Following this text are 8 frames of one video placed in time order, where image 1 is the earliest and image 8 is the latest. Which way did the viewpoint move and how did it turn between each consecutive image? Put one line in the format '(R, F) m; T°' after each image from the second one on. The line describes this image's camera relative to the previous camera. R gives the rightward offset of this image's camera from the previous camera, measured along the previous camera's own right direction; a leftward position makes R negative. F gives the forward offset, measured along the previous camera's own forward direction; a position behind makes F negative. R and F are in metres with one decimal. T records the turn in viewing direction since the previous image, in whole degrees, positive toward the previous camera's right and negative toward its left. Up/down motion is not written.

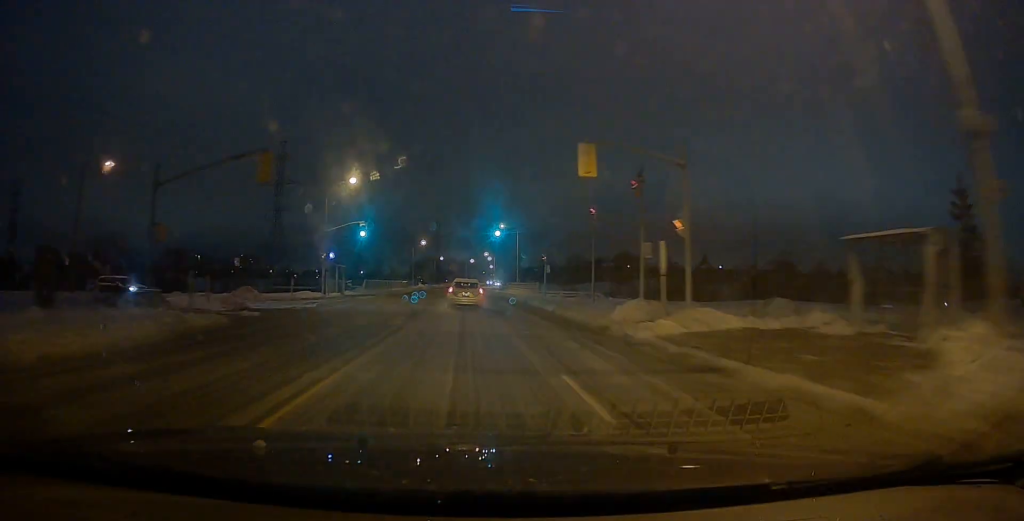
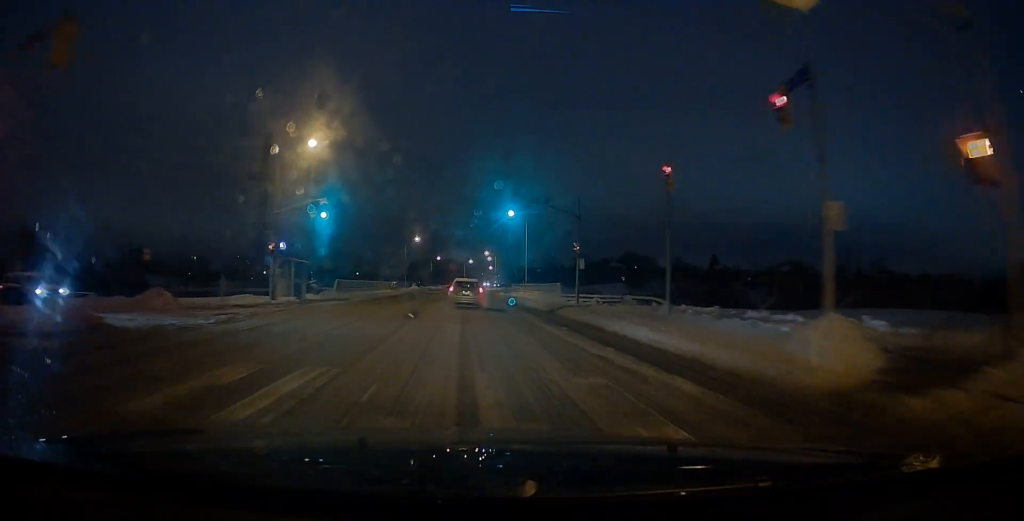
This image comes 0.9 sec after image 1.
(+0.2, +12.4) m; +1°
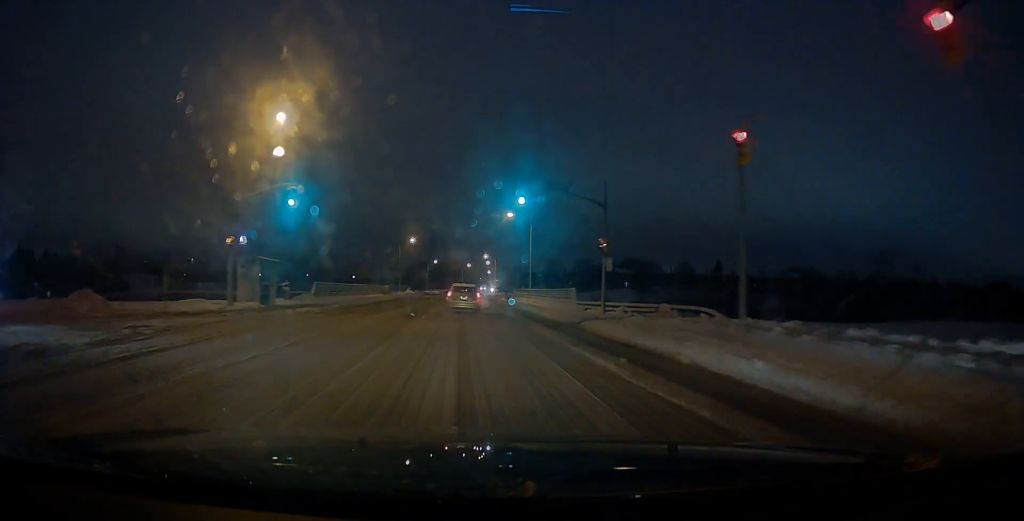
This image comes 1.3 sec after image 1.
(+0.2, +6.0) m; -1°
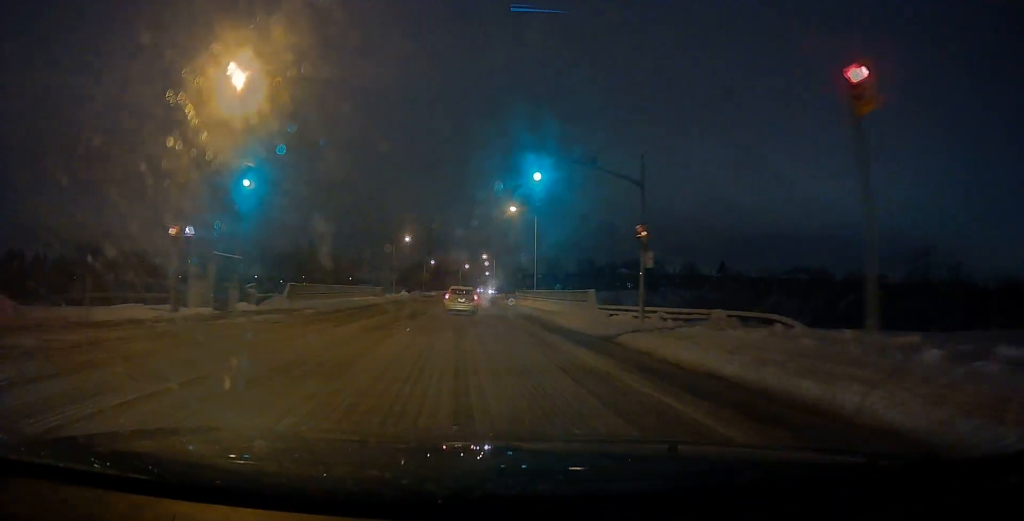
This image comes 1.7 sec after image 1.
(-0.1, +5.6) m; 0°
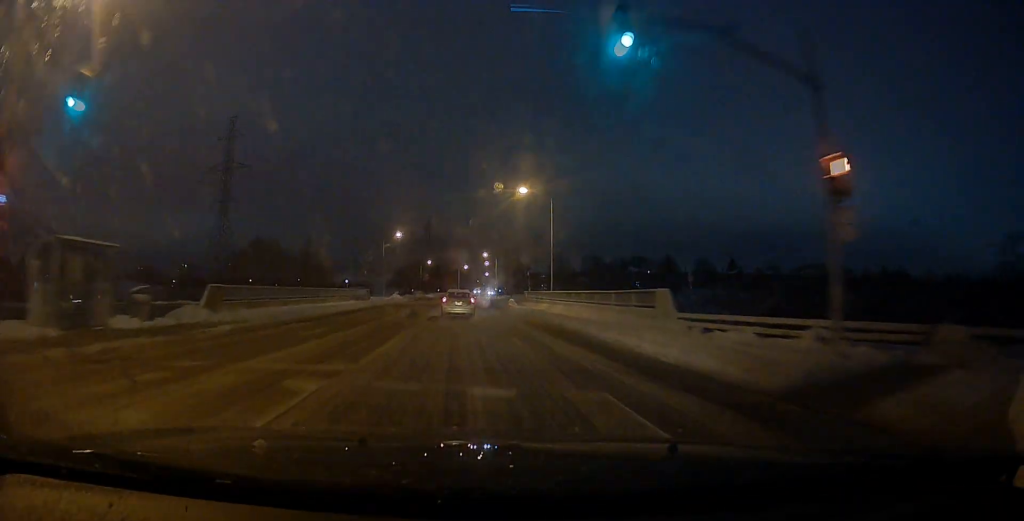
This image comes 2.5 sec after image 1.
(-0.6, +10.7) m; 0°
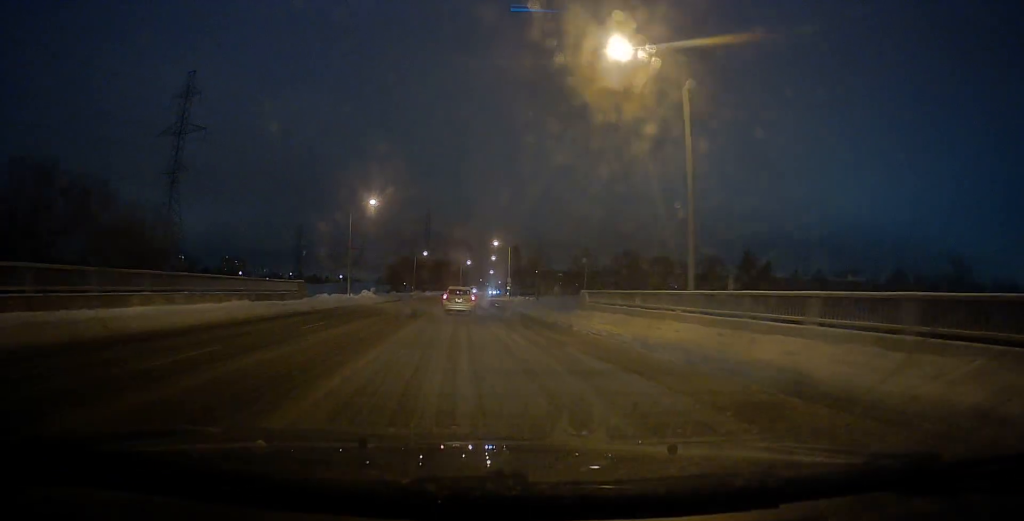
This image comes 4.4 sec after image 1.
(+1.5, +27.2) m; +2°
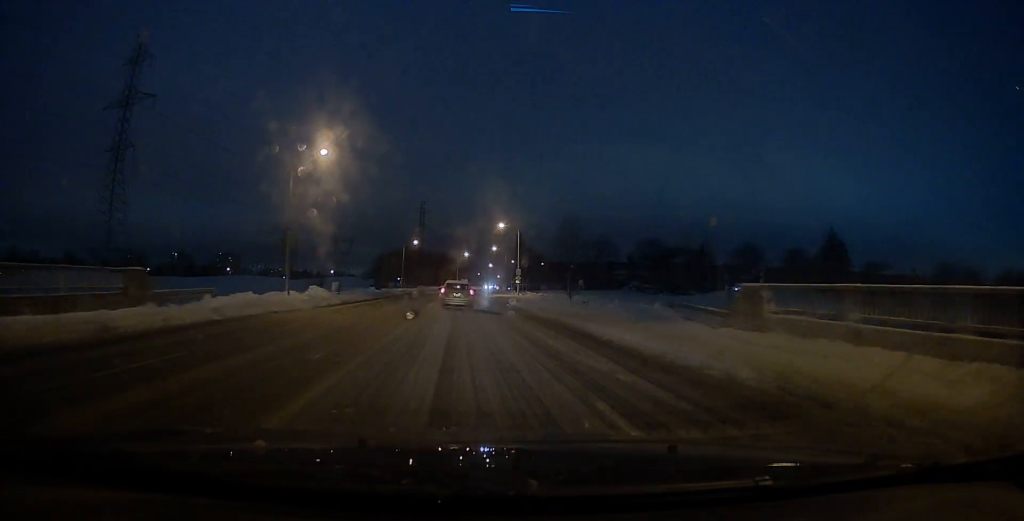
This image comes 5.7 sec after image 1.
(-0.6, +19.5) m; -2°
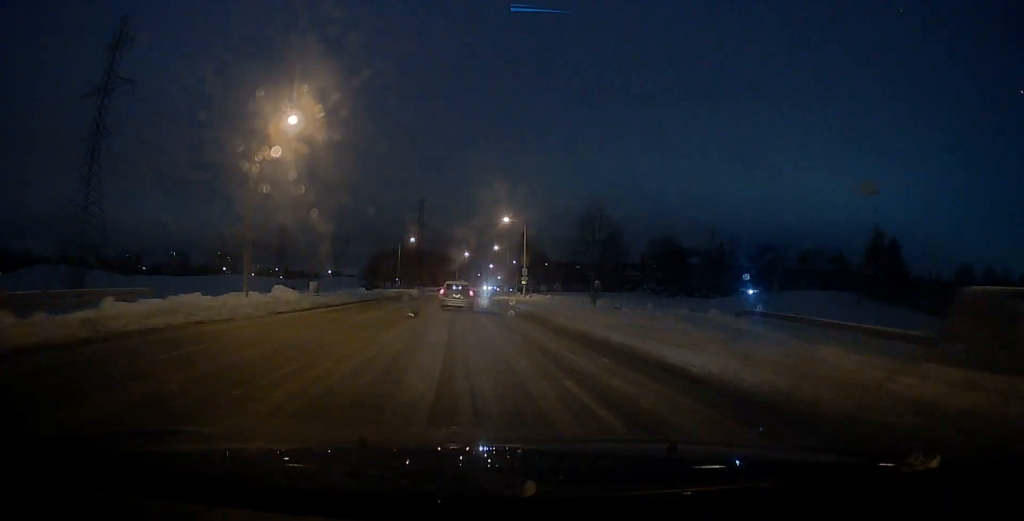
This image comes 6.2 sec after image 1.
(0.0, +7.5) m; 0°
